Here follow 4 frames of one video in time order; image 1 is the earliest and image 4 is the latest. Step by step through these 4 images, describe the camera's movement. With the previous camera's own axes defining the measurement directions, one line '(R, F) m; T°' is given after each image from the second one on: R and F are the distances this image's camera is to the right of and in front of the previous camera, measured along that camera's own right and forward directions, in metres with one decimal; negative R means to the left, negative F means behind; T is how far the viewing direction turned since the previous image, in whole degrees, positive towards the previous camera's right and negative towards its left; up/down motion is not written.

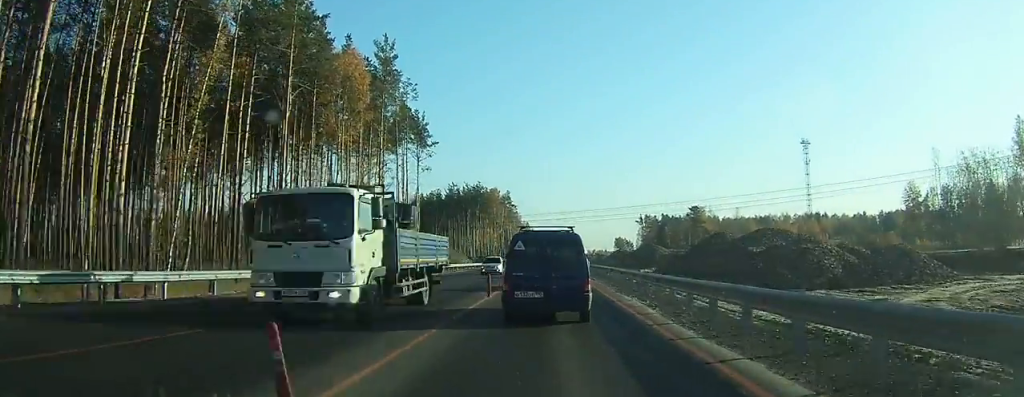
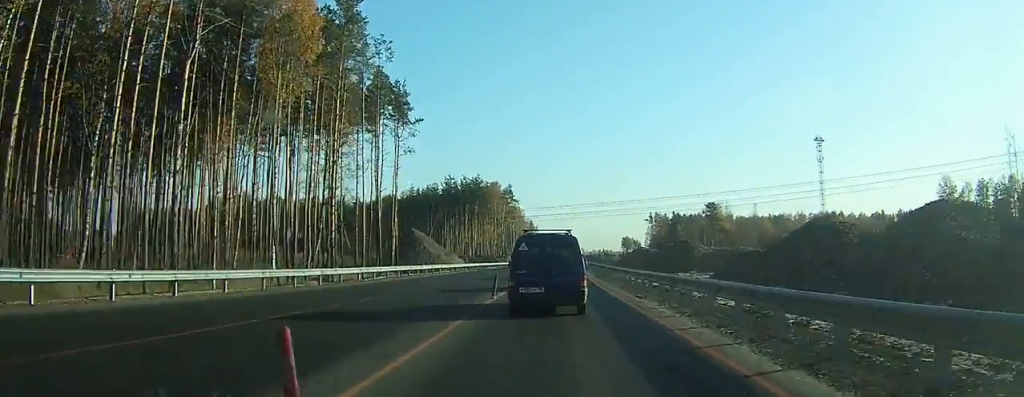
(+0.2, +13.8) m; -1°
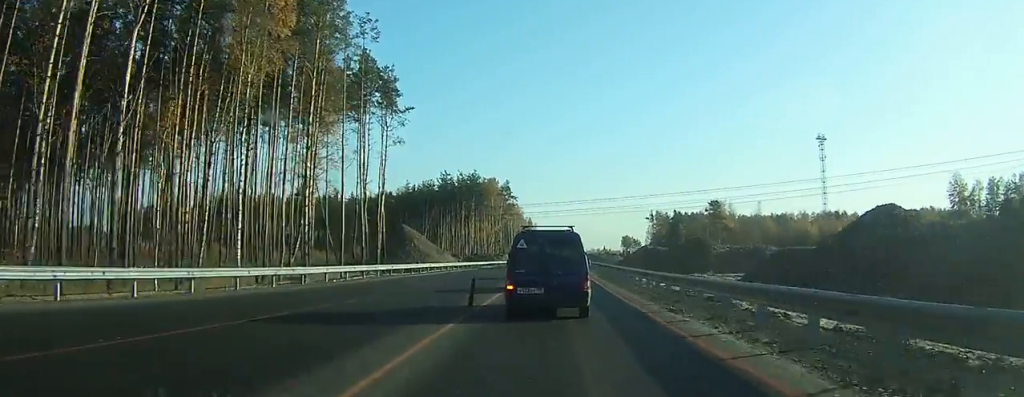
(-0.1, +4.4) m; -1°
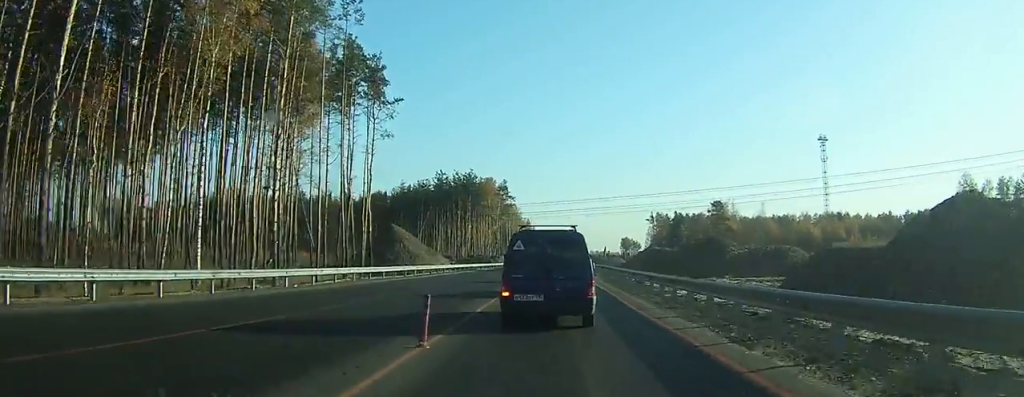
(0.0, +4.0) m; -1°
